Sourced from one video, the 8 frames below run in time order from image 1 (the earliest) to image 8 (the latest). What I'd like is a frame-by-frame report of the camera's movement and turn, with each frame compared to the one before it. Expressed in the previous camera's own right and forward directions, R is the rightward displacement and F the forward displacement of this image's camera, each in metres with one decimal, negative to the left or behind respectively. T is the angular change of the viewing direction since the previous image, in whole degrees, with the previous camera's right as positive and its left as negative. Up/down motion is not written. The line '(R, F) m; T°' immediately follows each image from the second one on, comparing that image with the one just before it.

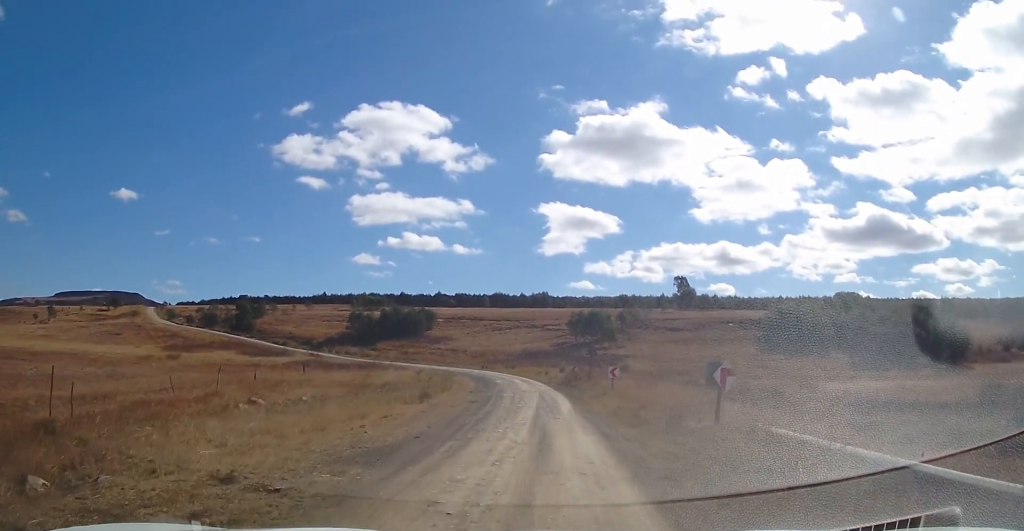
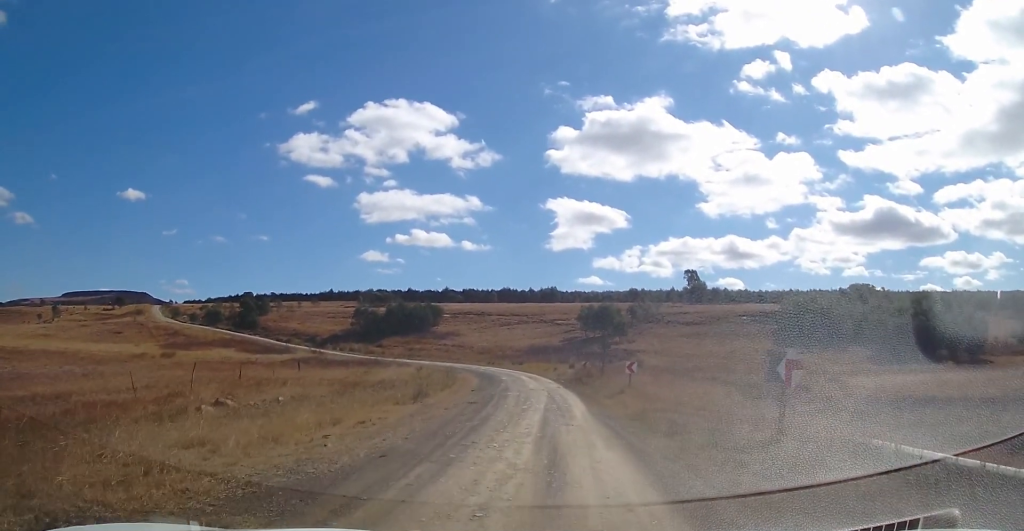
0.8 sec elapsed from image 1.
(-0.2, +3.4) m; -2°
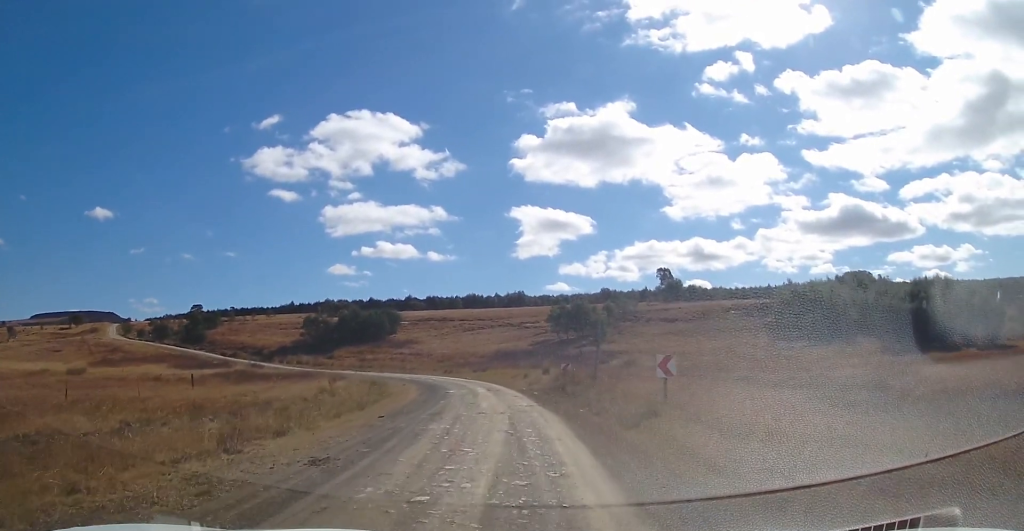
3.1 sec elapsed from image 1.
(+0.9, +14.3) m; +7°
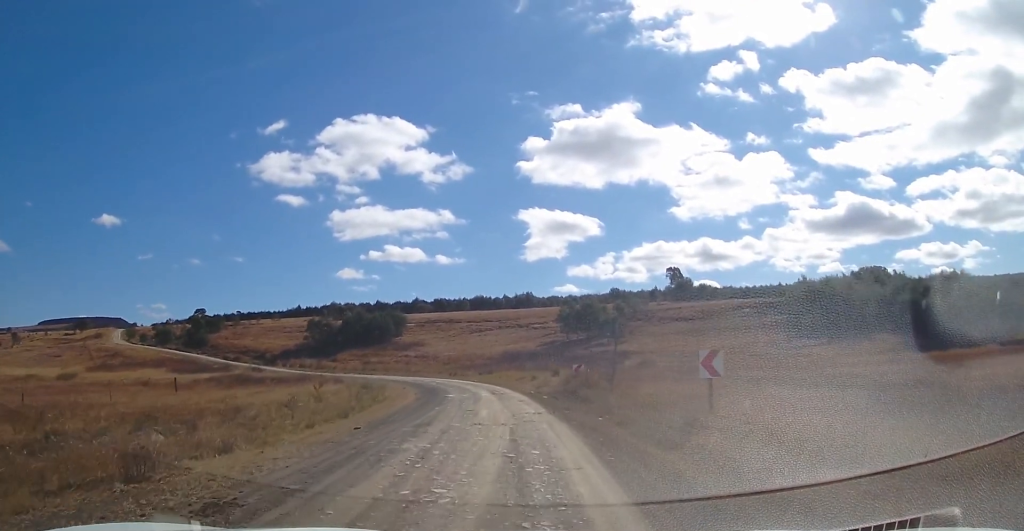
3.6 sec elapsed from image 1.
(0.0, +3.6) m; -1°
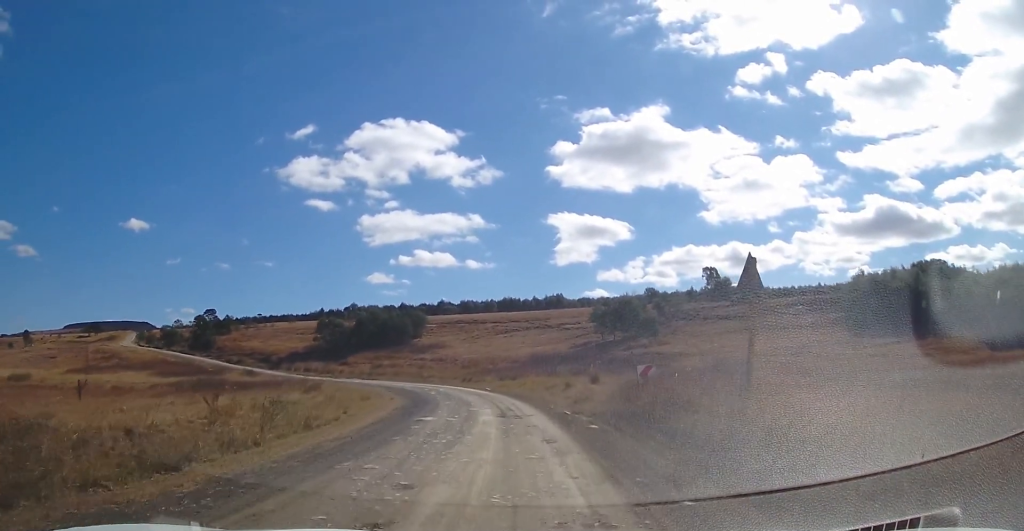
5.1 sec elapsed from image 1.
(-0.5, +12.8) m; -4°
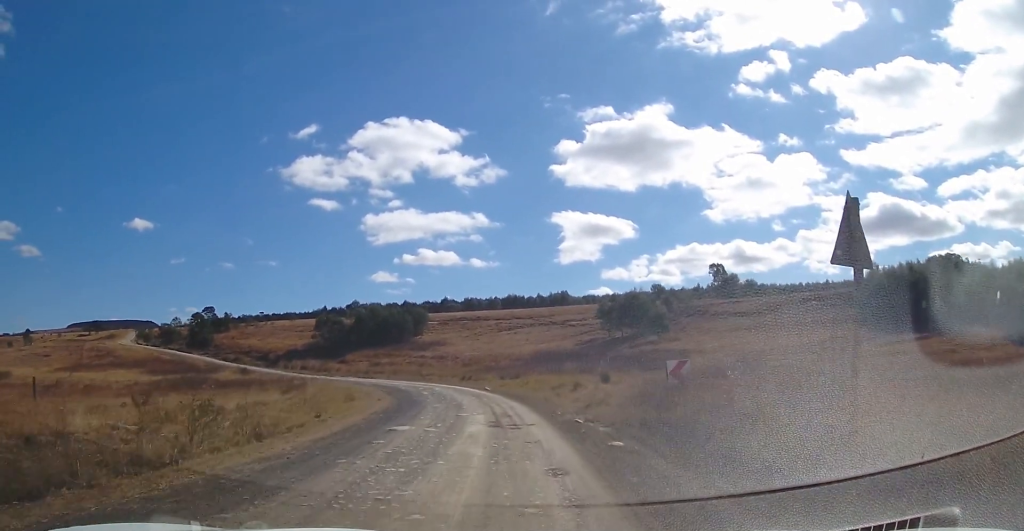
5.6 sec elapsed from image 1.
(0.0, +4.1) m; -2°
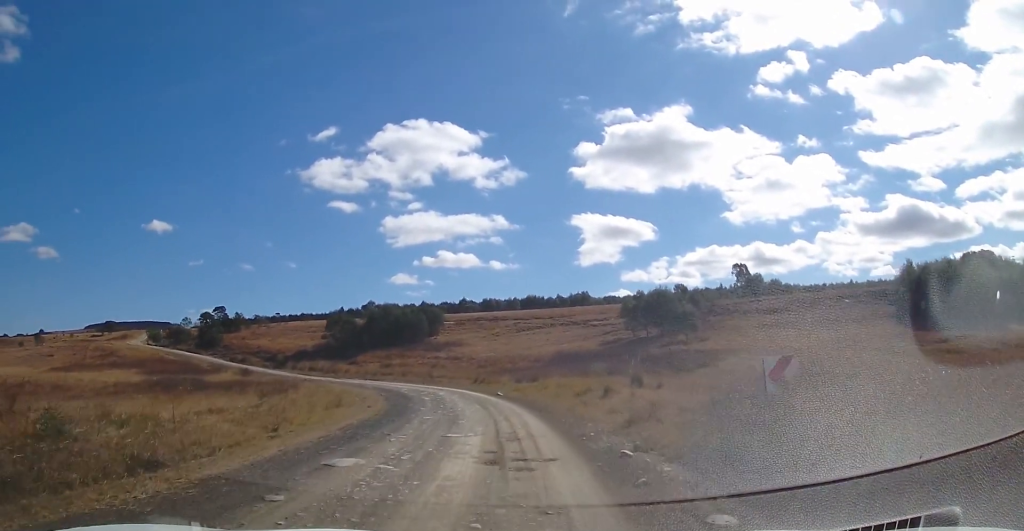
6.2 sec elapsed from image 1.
(0.0, +5.8) m; -2°
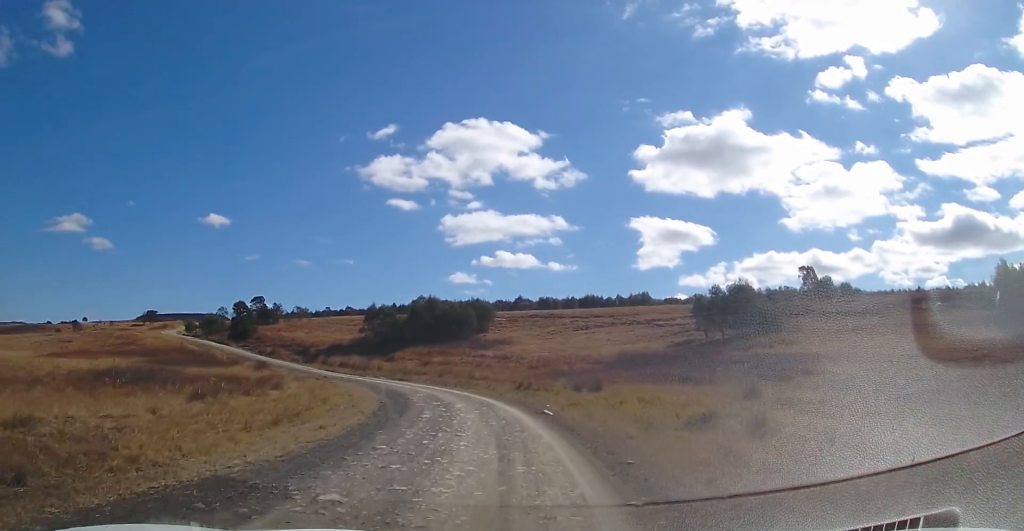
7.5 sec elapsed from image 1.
(-0.9, +13.5) m; -5°
